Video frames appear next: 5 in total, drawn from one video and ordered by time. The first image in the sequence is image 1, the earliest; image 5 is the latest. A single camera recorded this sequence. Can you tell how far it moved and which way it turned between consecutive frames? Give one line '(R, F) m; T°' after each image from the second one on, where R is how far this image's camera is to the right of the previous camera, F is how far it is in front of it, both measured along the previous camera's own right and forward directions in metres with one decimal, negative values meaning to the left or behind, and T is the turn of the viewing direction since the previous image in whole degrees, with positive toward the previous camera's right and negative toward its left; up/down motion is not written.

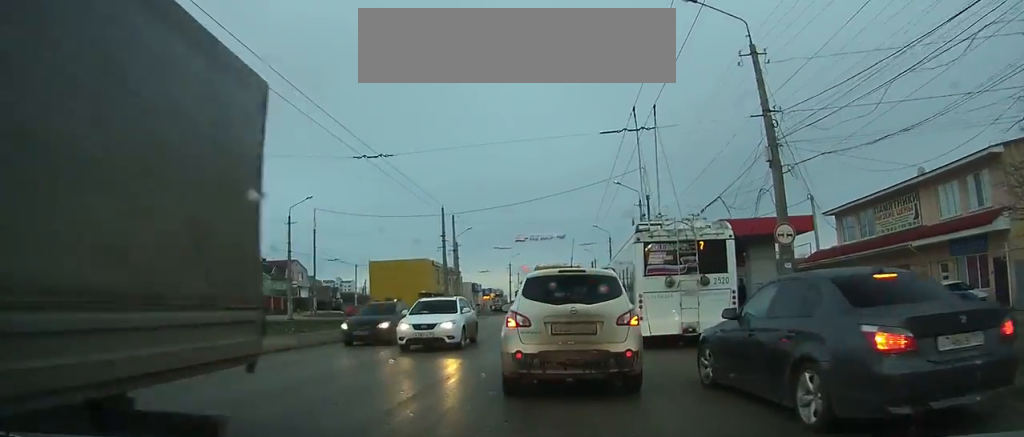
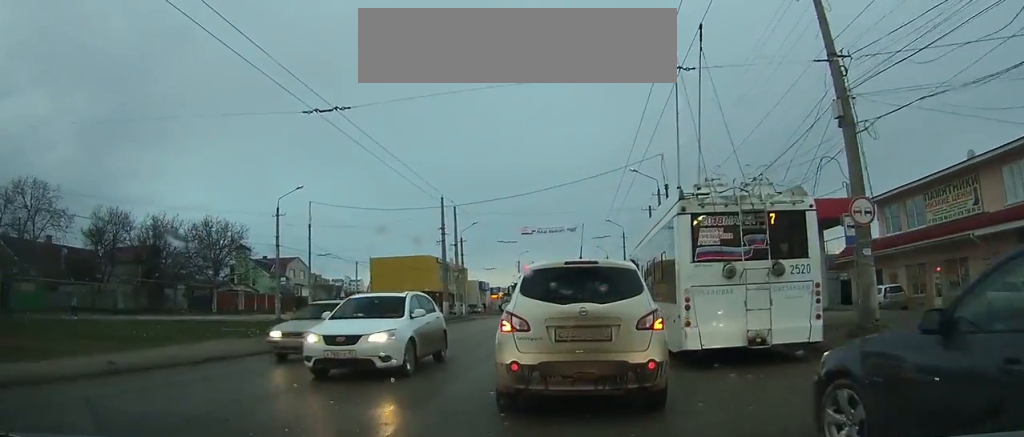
(0.0, +2.7) m; 0°
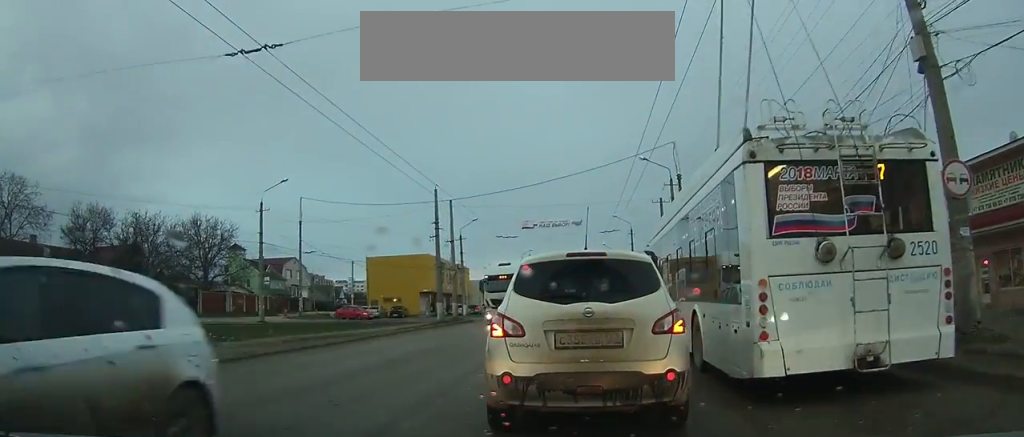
(0.0, +2.7) m; 0°
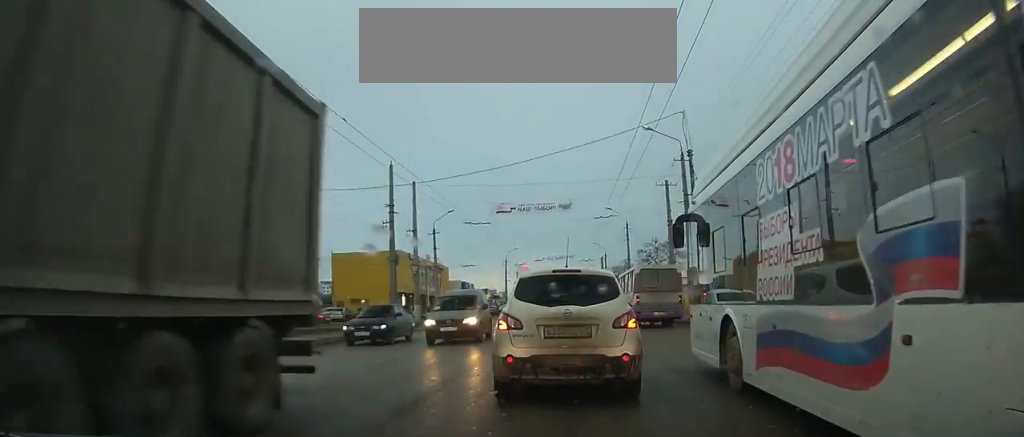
(+0.3, +10.3) m; +2°
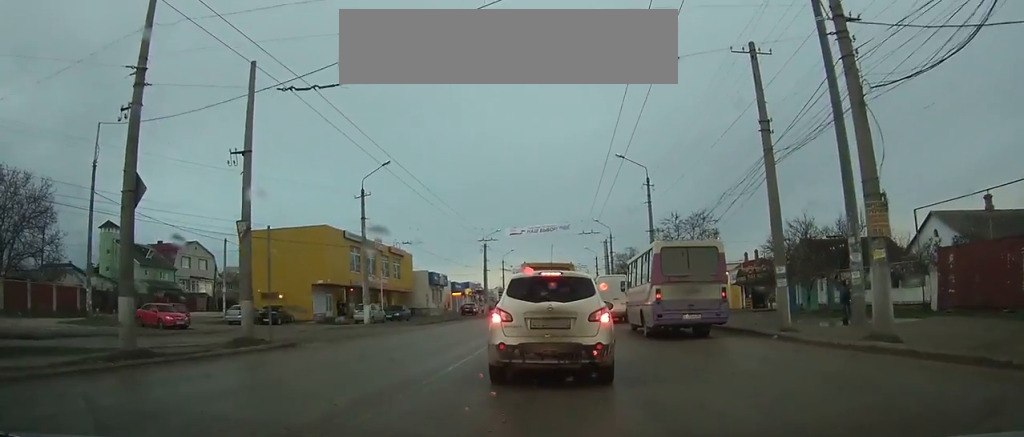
(-0.6, +20.5) m; 0°
